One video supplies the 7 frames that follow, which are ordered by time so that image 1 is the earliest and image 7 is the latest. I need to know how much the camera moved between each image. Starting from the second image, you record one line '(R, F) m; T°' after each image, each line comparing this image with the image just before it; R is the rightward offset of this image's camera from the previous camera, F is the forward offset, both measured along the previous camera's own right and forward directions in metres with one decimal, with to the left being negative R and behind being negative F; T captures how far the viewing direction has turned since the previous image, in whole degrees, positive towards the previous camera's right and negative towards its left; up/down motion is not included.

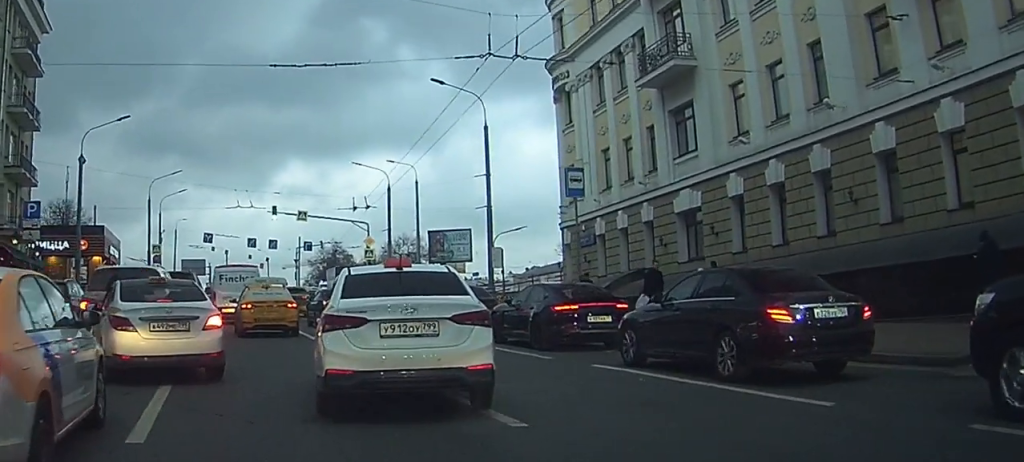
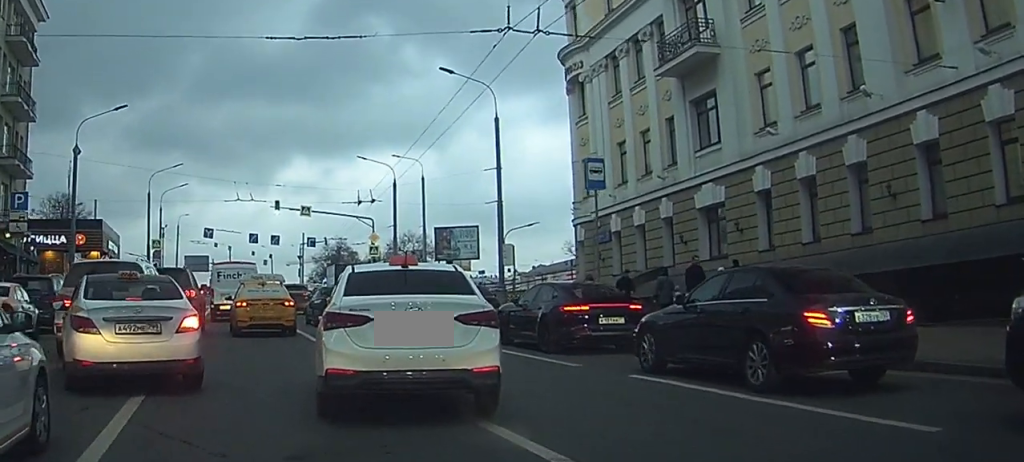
(-0.2, +1.3) m; -5°
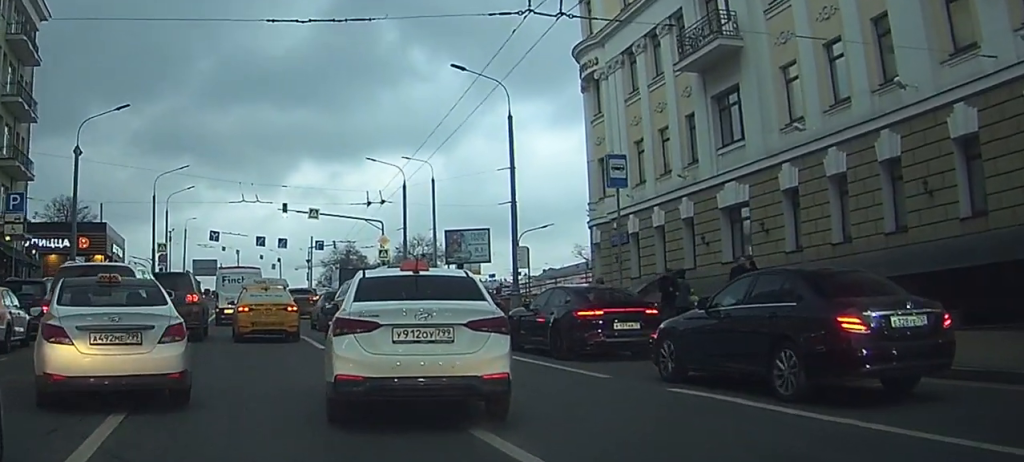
(0.0, +1.2) m; +2°
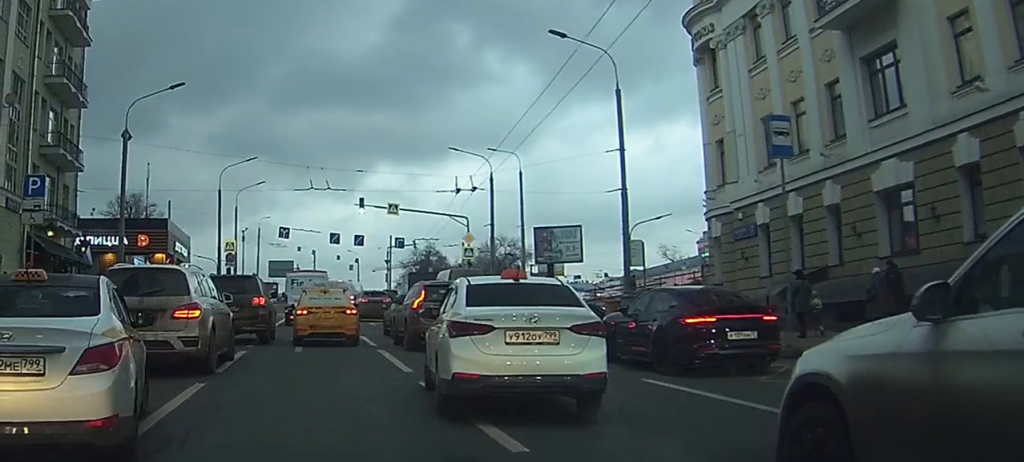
(+0.2, +5.2) m; -3°
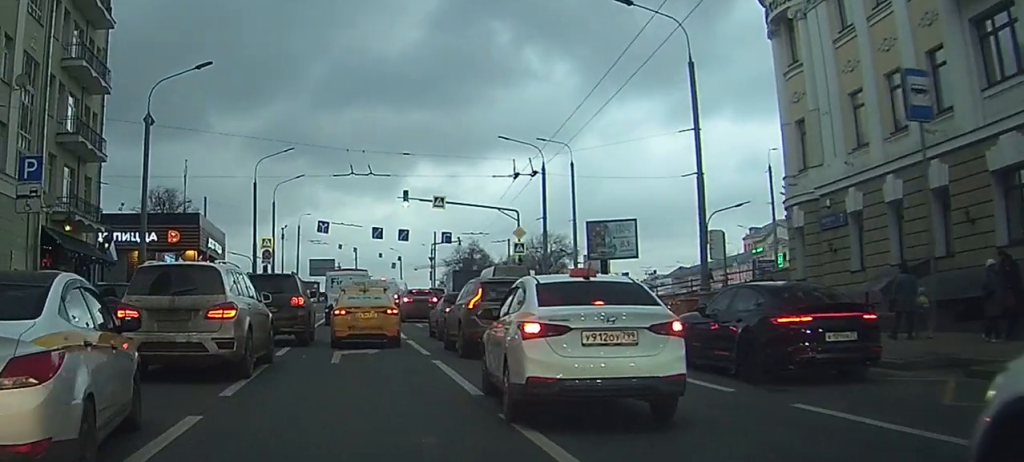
(-0.2, +2.7) m; -8°
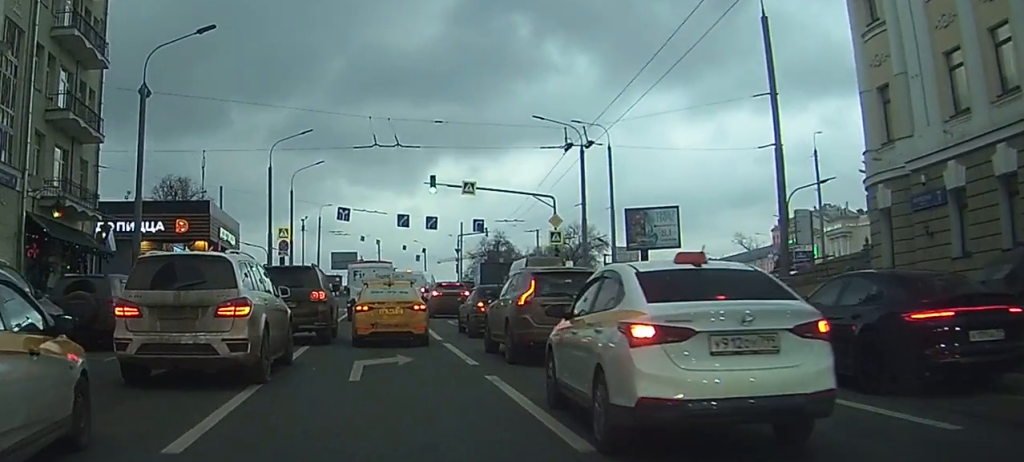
(-0.1, +3.2) m; -8°
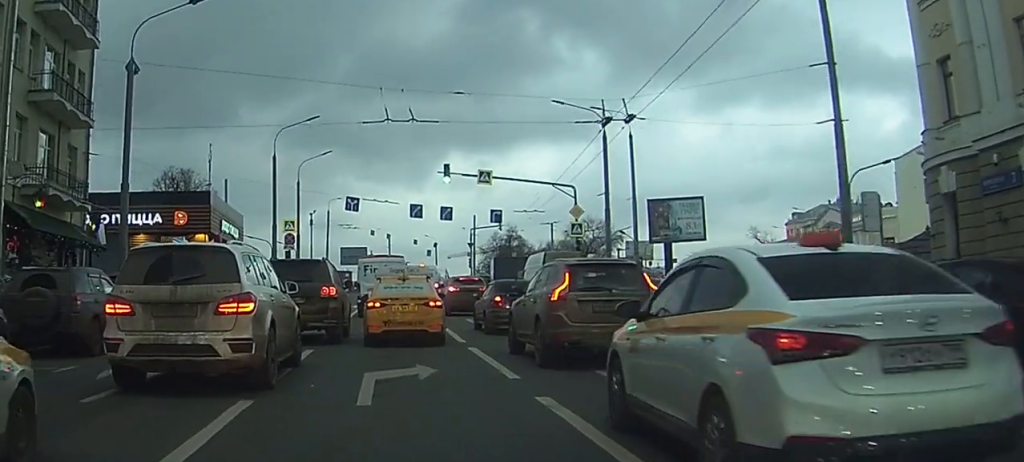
(-0.2, +2.4) m; -3°
